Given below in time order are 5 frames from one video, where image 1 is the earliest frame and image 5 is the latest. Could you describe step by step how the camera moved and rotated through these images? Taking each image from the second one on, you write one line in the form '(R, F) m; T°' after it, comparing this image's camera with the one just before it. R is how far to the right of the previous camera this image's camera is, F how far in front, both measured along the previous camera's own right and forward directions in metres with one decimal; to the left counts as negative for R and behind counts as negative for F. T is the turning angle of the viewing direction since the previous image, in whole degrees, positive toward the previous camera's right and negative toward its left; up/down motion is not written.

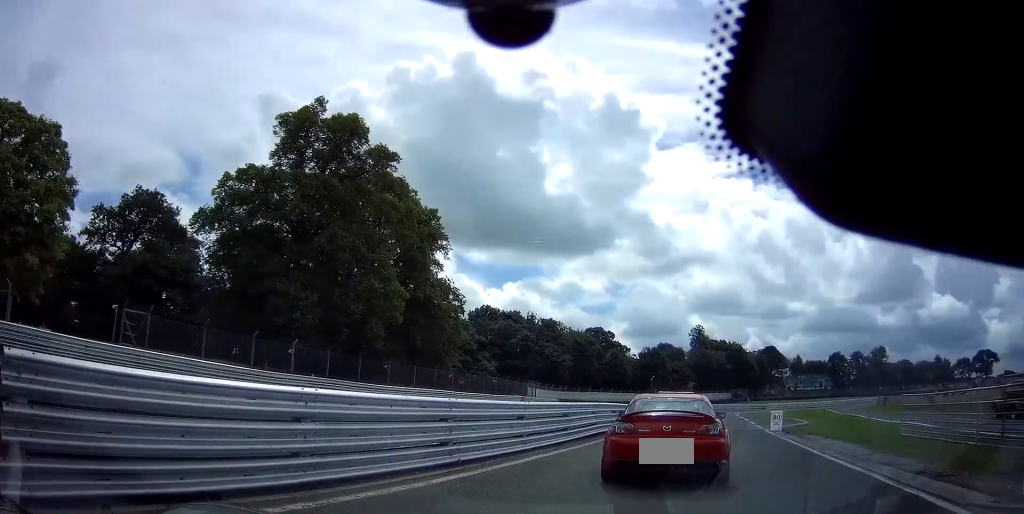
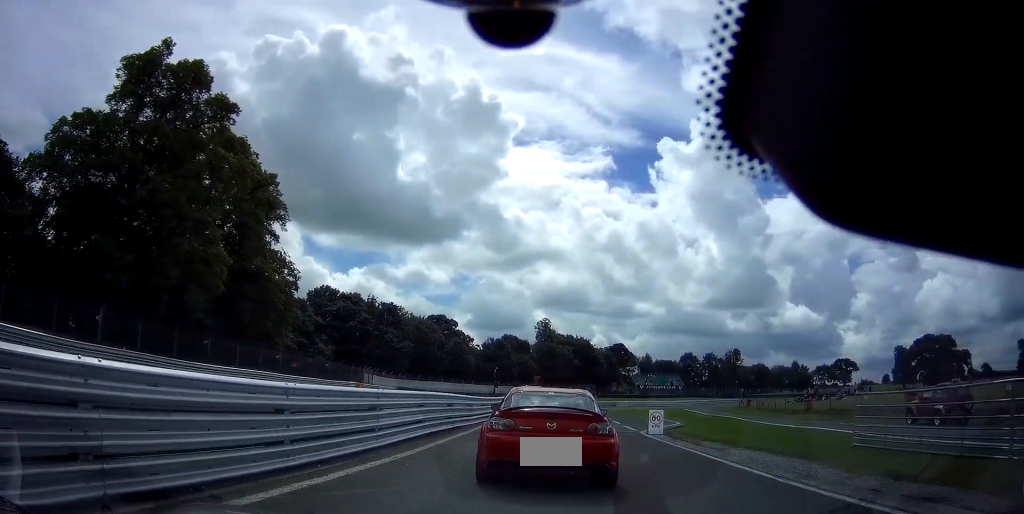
(+0.8, +4.6) m; +13°
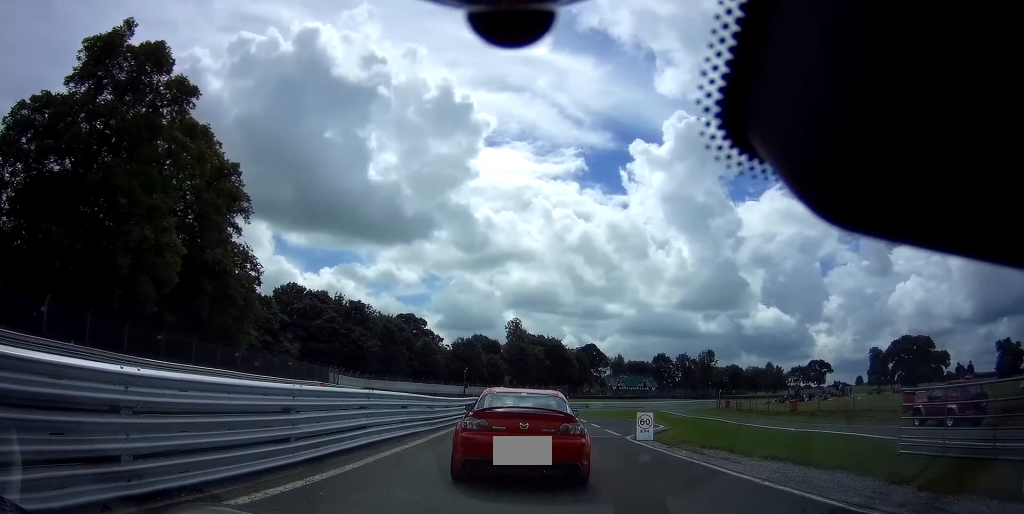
(-0.1, +2.7) m; -1°
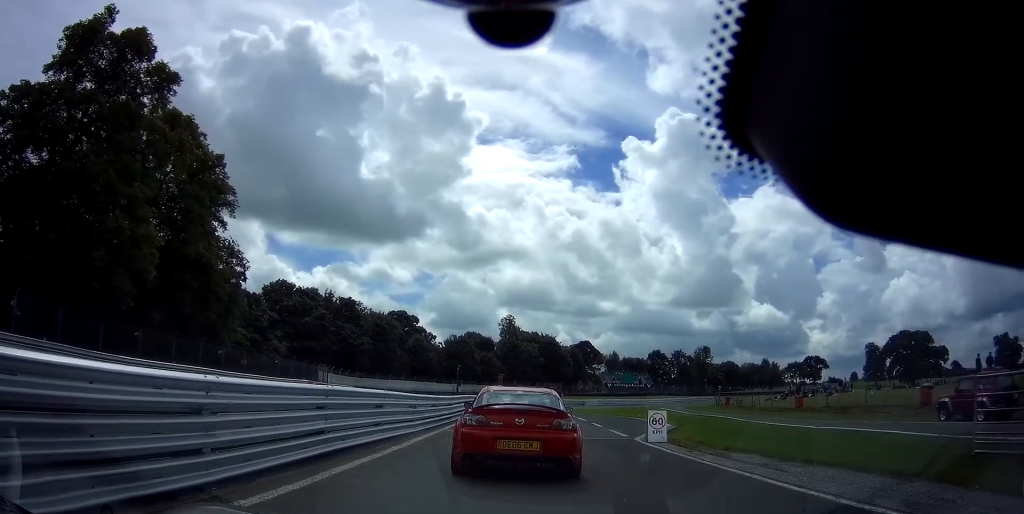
(0.0, +2.2) m; +1°
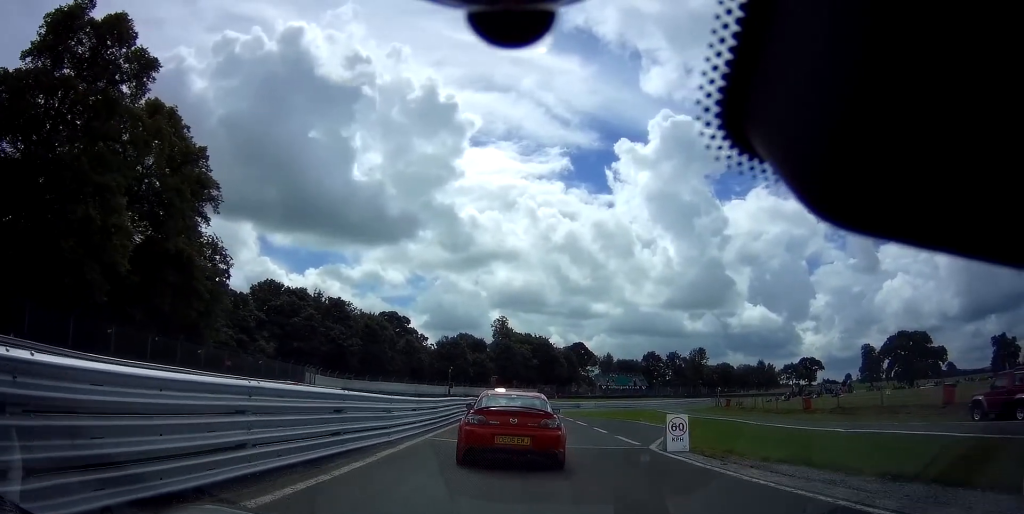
(0.0, +2.5) m; +1°
